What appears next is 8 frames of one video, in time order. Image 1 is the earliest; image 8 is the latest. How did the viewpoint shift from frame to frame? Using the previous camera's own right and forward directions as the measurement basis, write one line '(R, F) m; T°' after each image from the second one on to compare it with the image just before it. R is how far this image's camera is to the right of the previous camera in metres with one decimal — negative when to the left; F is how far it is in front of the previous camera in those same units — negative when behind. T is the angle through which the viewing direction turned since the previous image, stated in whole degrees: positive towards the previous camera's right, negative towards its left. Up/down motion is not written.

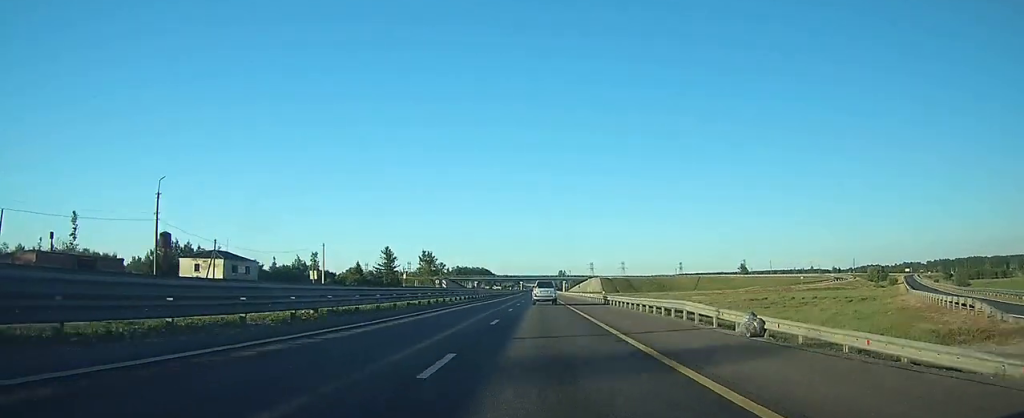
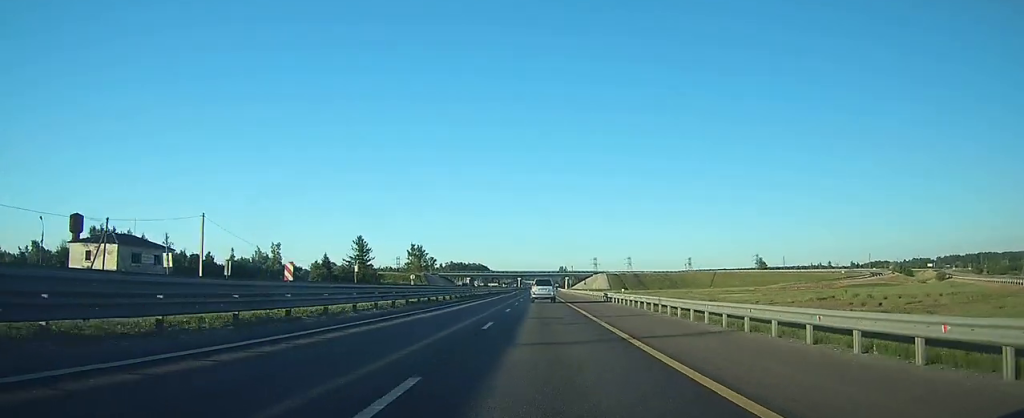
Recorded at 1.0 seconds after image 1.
(0.0, +27.0) m; 0°
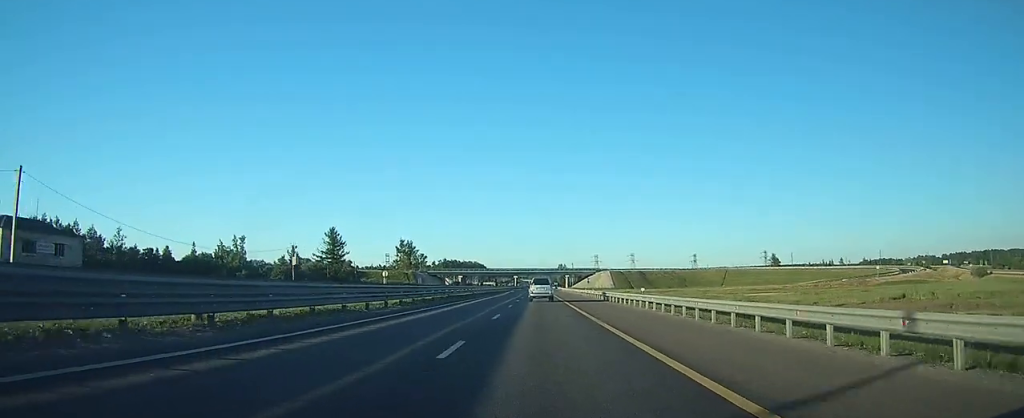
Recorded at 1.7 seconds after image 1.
(+0.1, +18.9) m; 0°
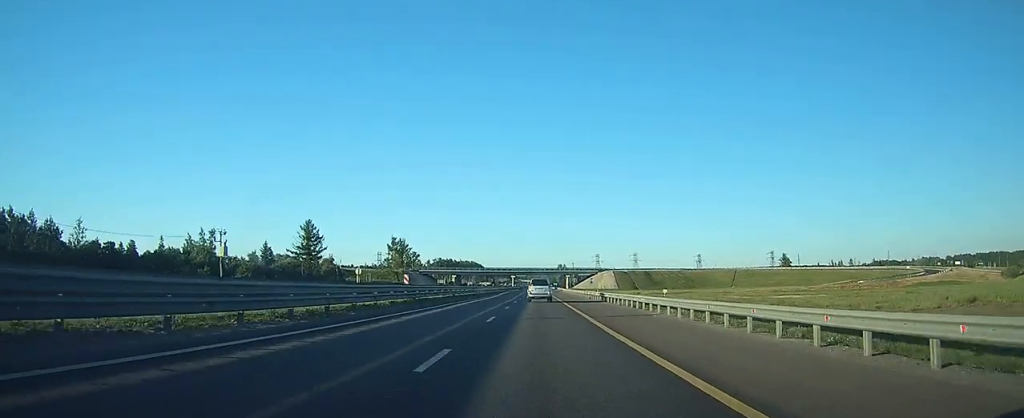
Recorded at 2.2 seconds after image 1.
(0.0, +13.5) m; 0°
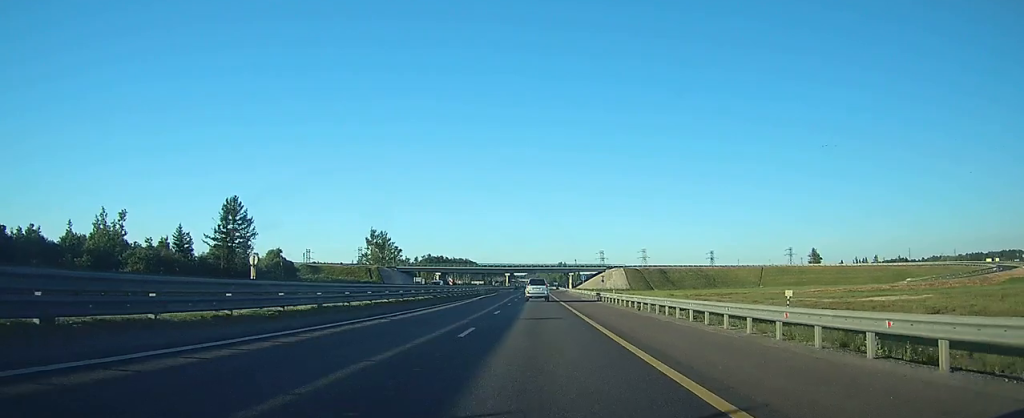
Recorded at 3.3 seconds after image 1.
(-0.1, +30.6) m; 0°
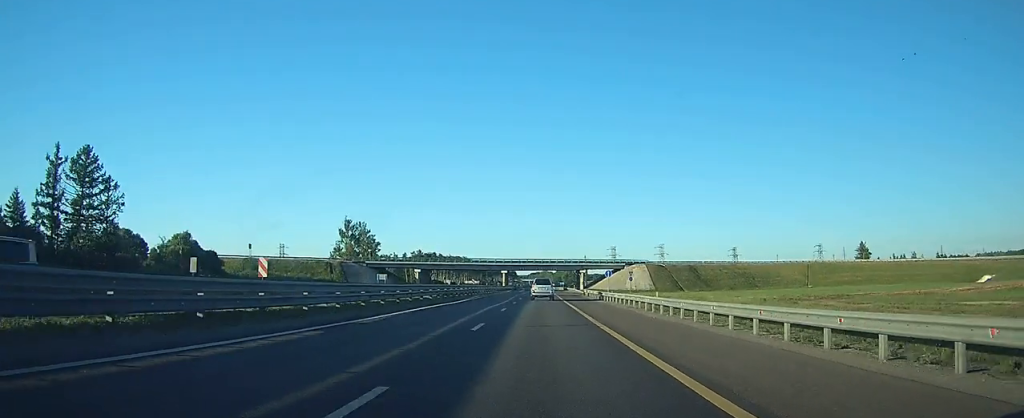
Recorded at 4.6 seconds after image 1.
(+0.1, +34.7) m; 0°
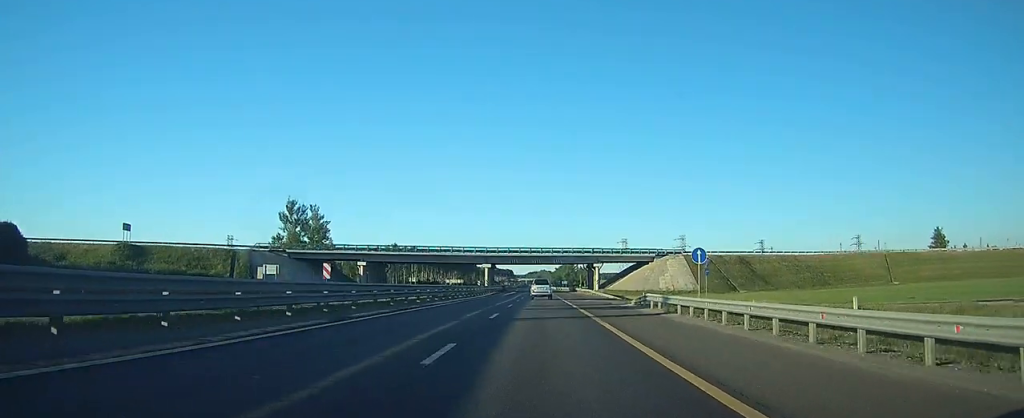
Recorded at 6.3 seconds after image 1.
(-0.1, +43.7) m; 0°
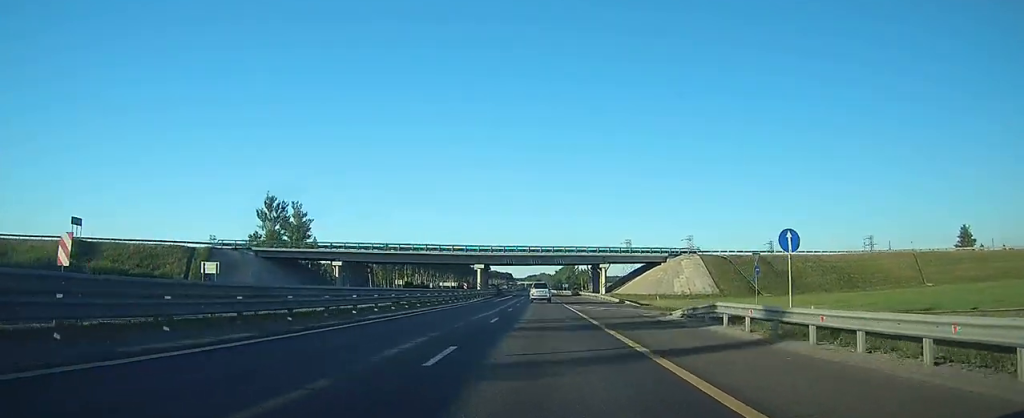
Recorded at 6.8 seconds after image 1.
(0.0, +12.1) m; 0°
